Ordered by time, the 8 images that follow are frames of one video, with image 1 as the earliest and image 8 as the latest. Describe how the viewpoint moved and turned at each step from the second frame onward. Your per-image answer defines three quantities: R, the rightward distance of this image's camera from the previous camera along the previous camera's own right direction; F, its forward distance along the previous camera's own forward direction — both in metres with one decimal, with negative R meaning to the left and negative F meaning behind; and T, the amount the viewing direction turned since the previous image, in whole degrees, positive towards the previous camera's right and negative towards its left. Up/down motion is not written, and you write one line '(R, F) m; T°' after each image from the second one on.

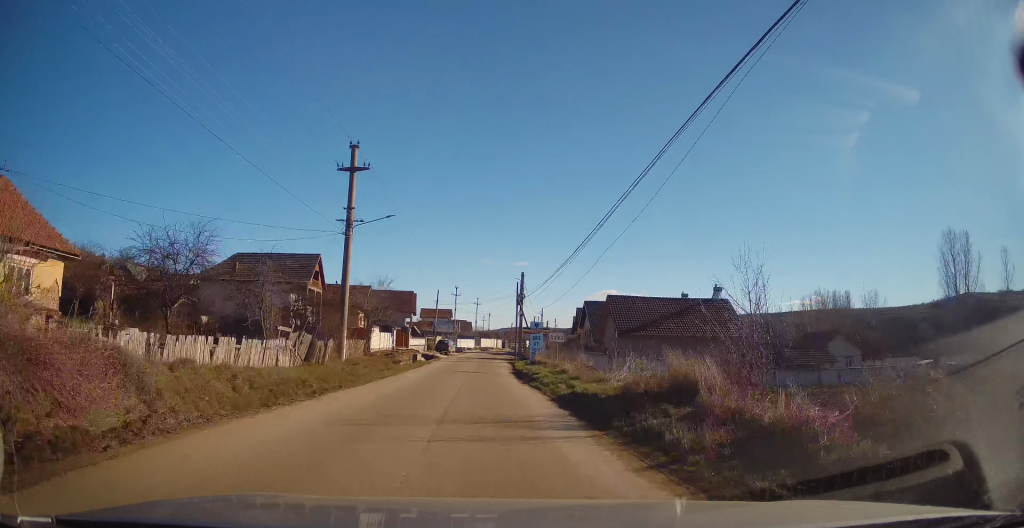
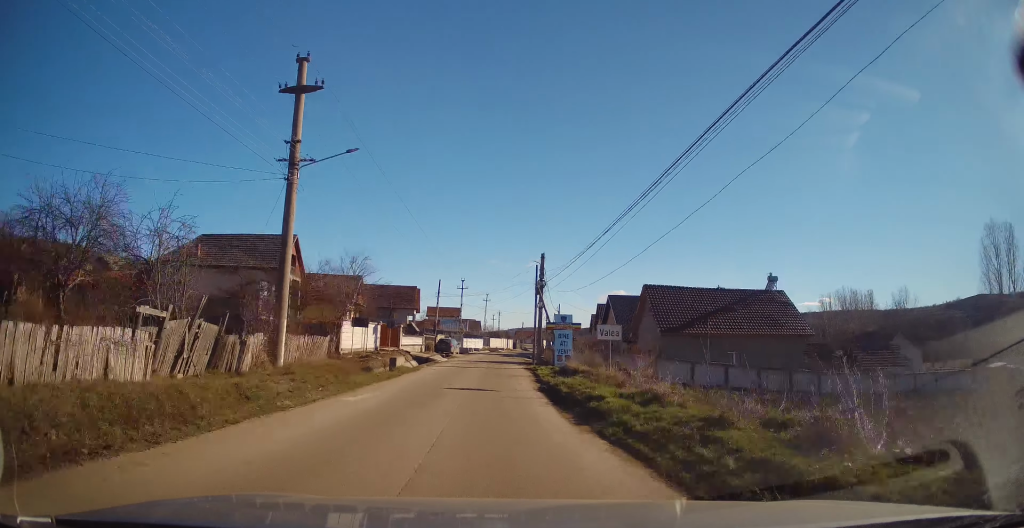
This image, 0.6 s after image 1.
(-0.2, +10.0) m; -1°
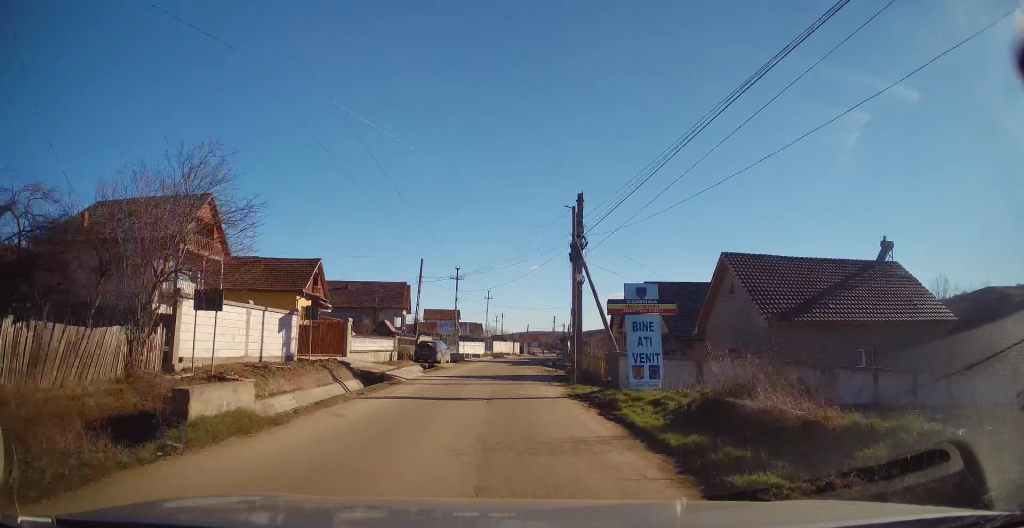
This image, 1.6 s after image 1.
(-0.1, +15.7) m; +1°
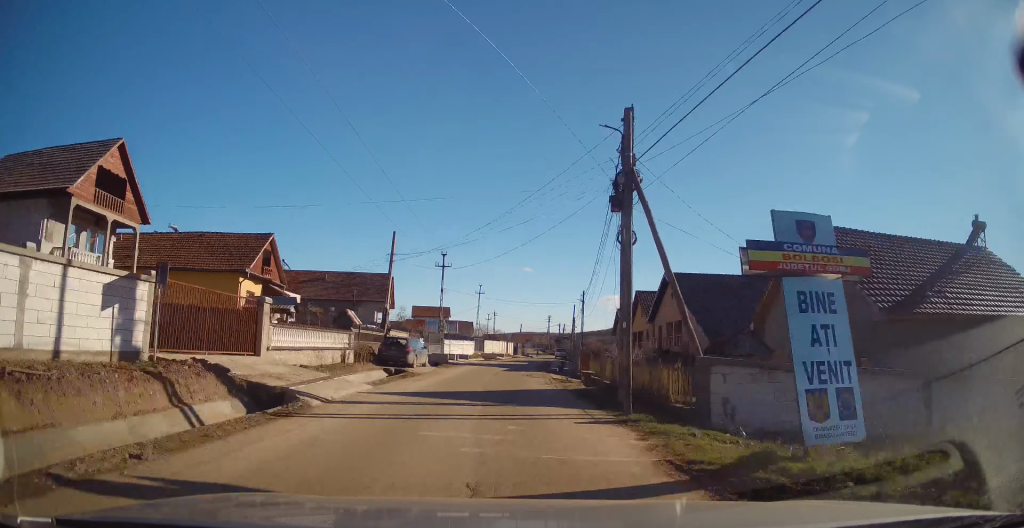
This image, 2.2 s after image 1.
(+0.3, +8.9) m; +1°
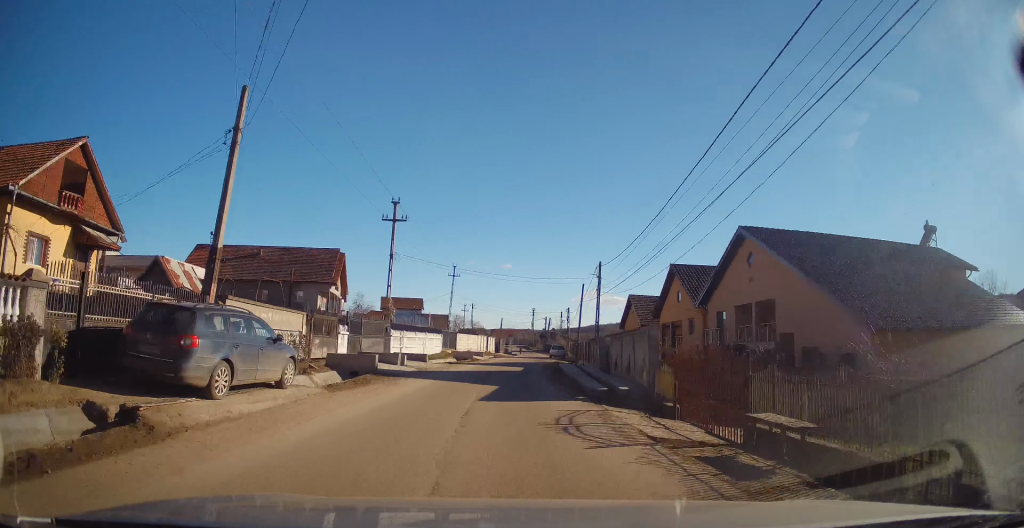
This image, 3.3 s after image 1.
(-0.1, +17.8) m; 0°
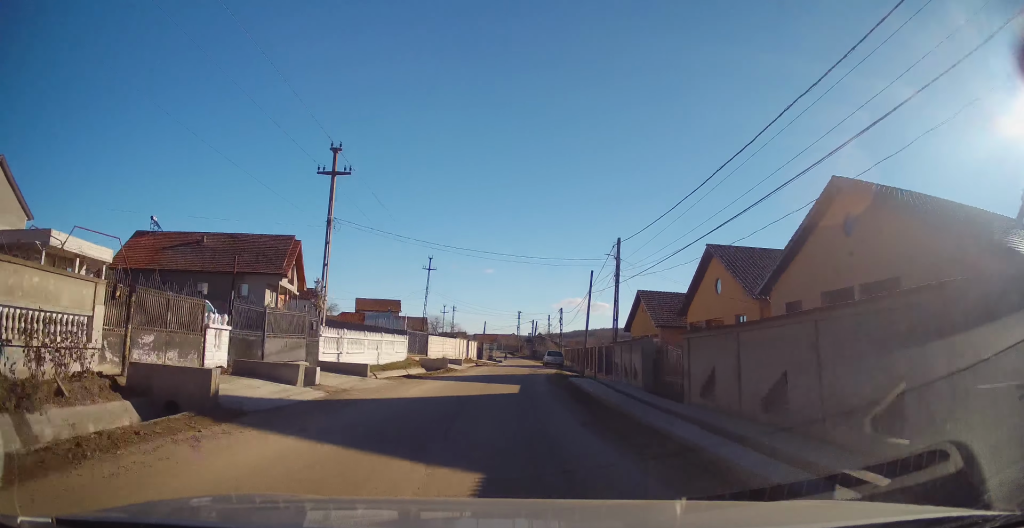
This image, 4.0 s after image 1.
(+0.1, +10.5) m; +2°
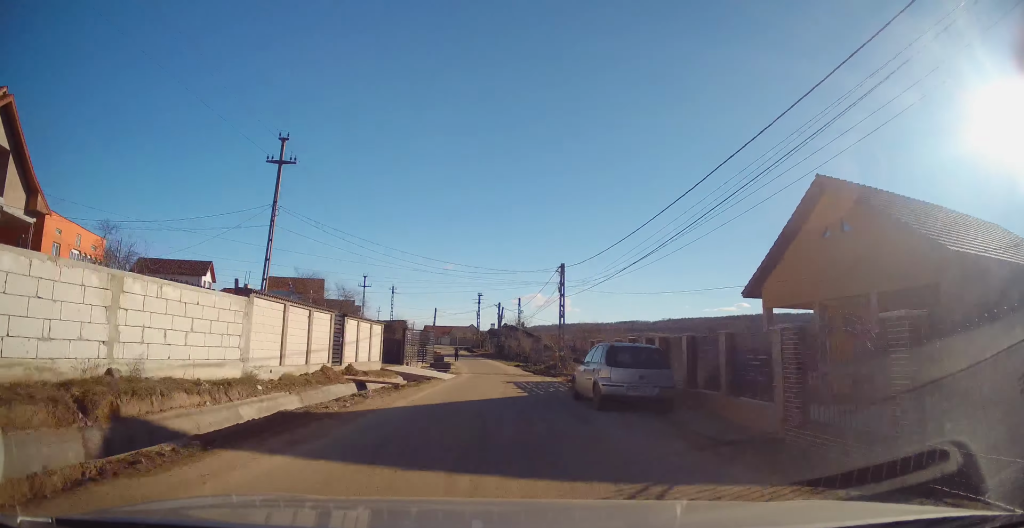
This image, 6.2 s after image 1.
(+2.5, +35.1) m; +5°
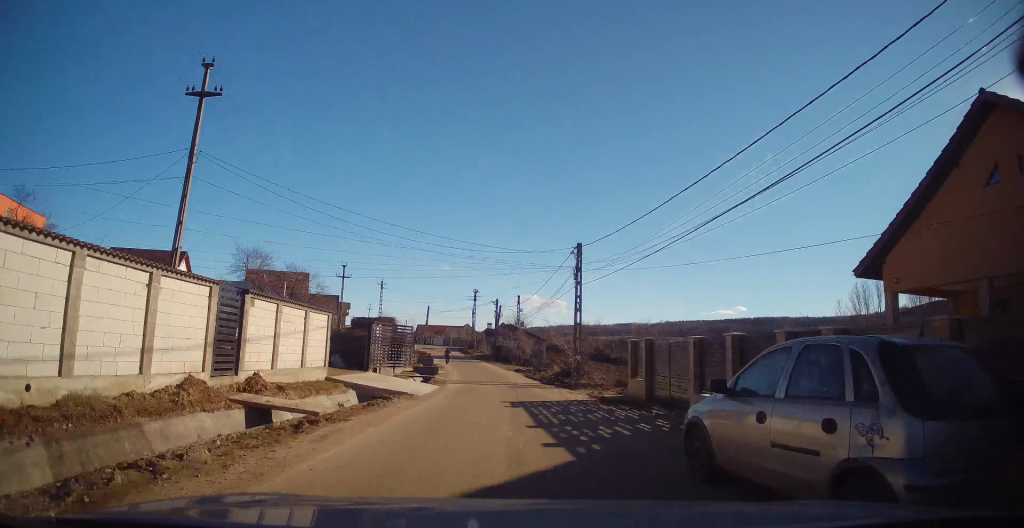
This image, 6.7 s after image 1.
(-0.1, +8.2) m; 0°
